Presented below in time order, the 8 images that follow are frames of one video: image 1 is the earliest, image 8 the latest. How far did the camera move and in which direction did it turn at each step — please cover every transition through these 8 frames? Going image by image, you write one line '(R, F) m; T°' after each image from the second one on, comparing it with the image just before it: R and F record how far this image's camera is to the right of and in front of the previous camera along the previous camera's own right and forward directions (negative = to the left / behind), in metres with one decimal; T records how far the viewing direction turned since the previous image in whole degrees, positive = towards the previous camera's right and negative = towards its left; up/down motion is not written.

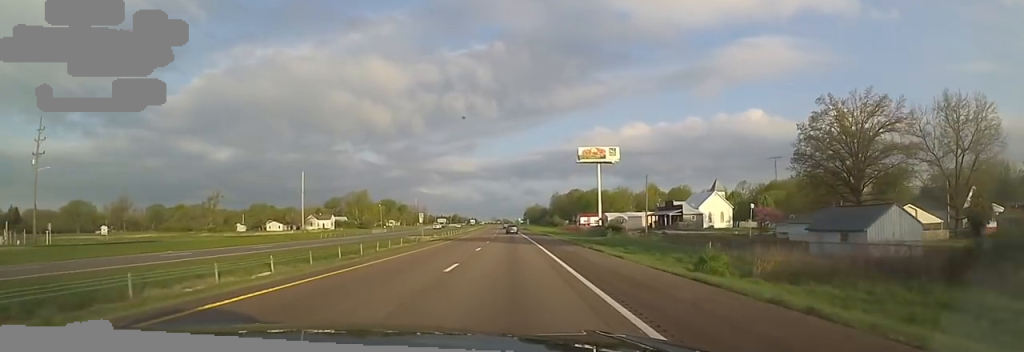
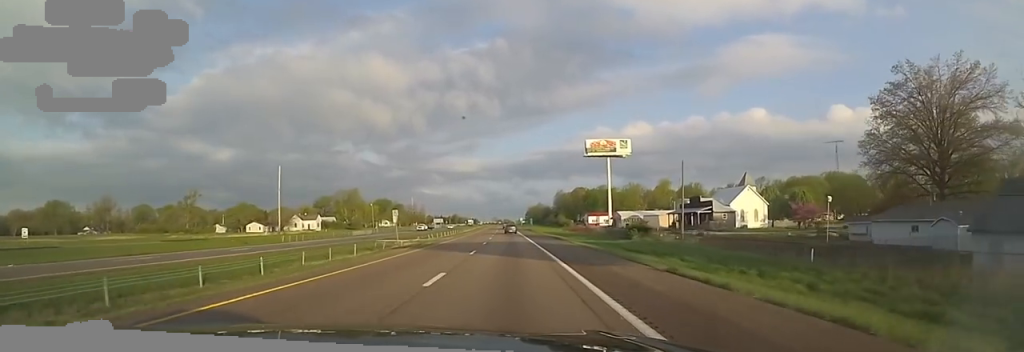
(+0.1, +15.3) m; 0°
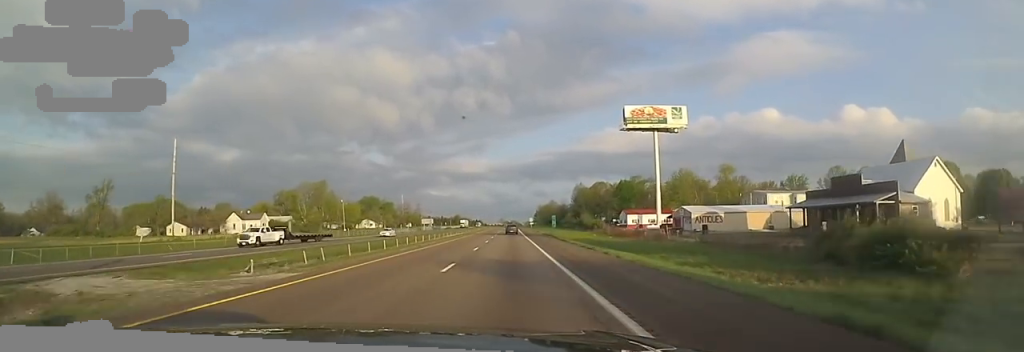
(-0.4, +45.6) m; -2°
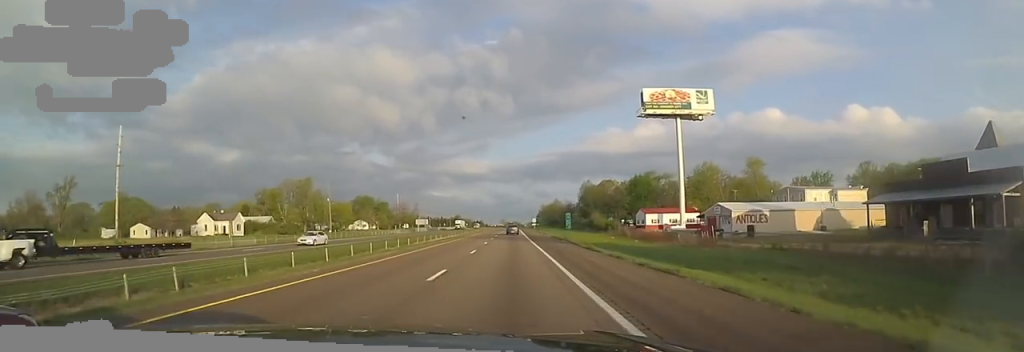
(-0.4, +14.8) m; 0°
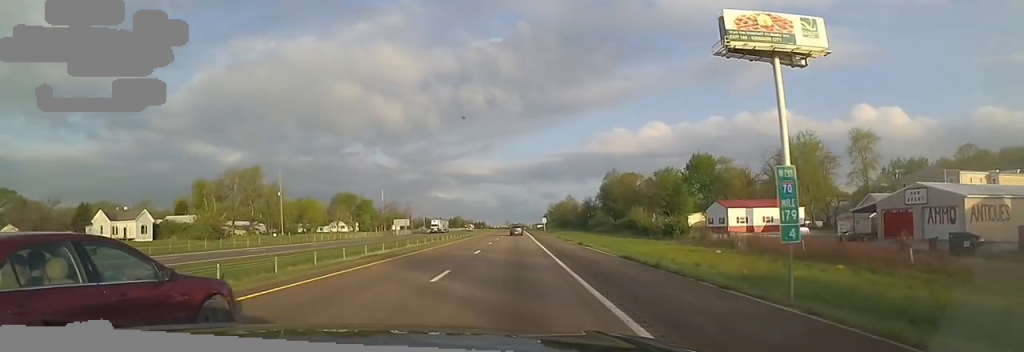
(+0.3, +39.1) m; -1°
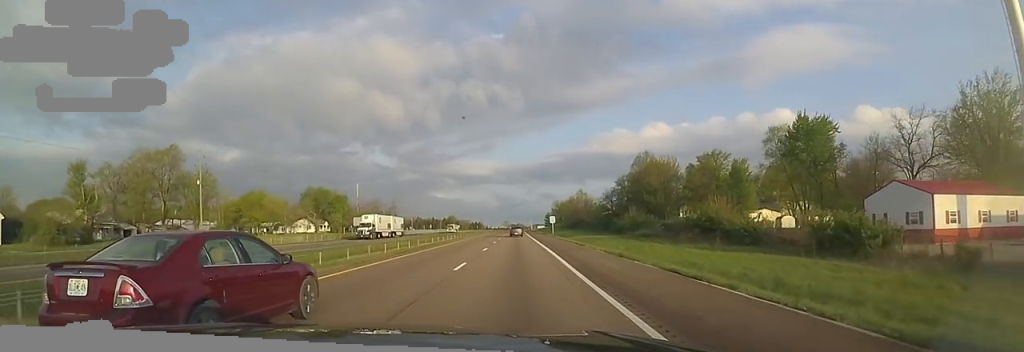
(-0.8, +36.6) m; -1°
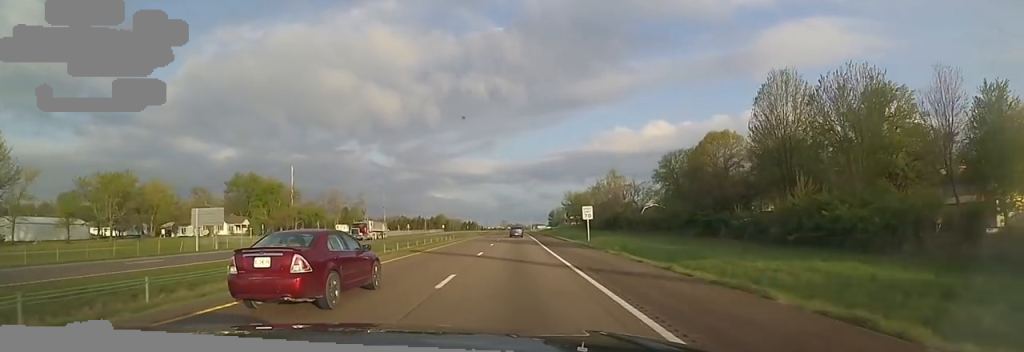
(+1.0, +53.5) m; +1°
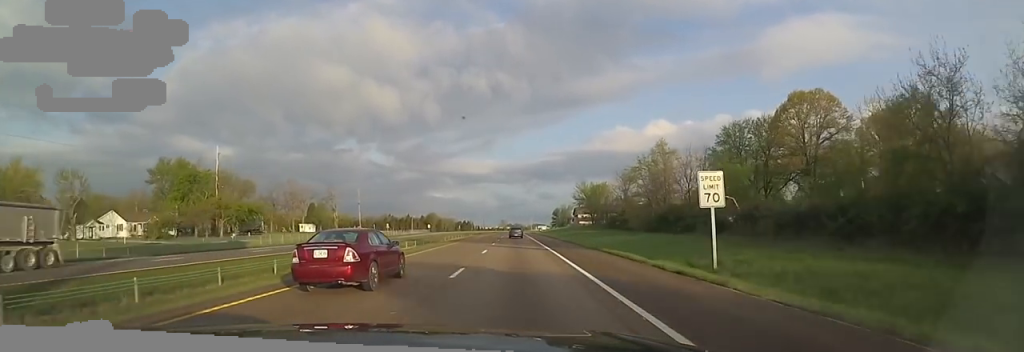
(-0.3, +32.2) m; -1°
